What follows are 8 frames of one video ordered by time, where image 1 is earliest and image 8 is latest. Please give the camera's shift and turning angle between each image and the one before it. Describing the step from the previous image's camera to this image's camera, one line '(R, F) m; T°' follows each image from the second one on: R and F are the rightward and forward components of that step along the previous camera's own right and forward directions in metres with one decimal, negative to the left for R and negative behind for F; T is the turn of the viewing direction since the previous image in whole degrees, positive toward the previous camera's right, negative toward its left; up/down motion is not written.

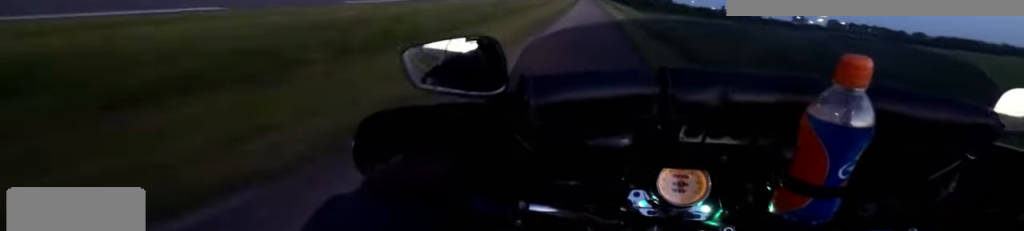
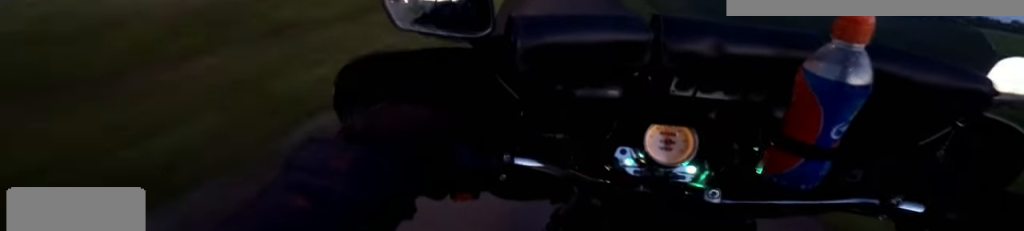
(0.0, +14.7) m; -3°
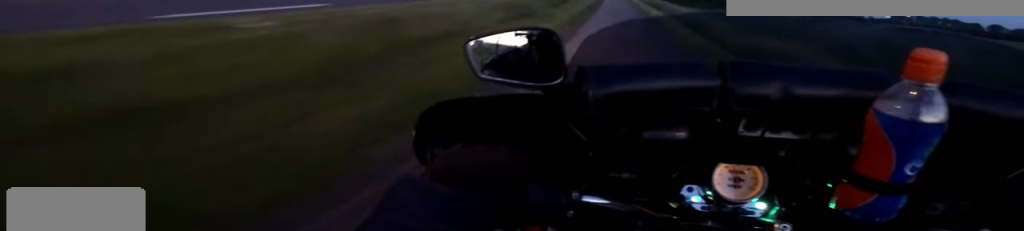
(-0.5, +12.1) m; +2°
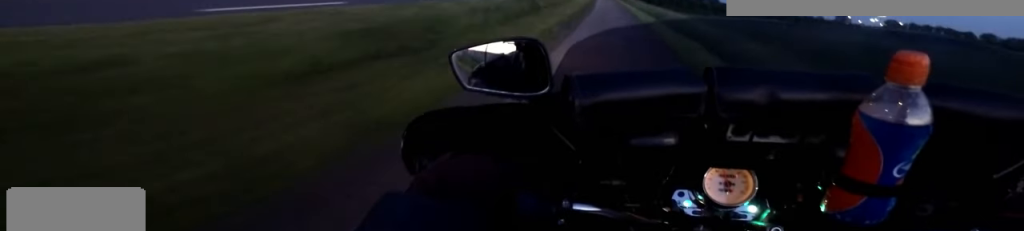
(0.0, +5.1) m; +1°
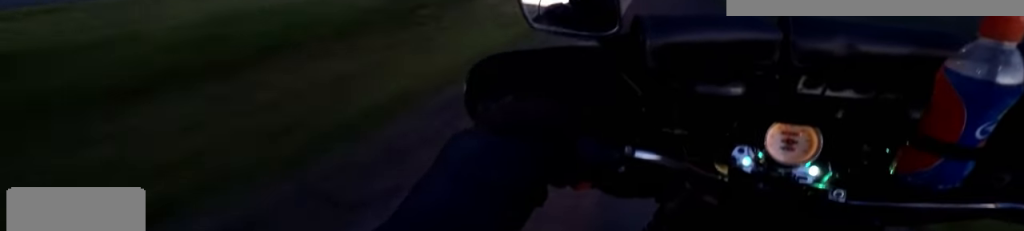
(+0.9, +8.4) m; 0°
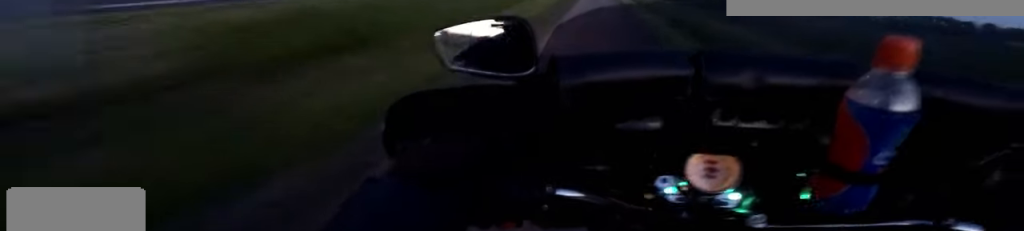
(-0.4, +4.6) m; -2°
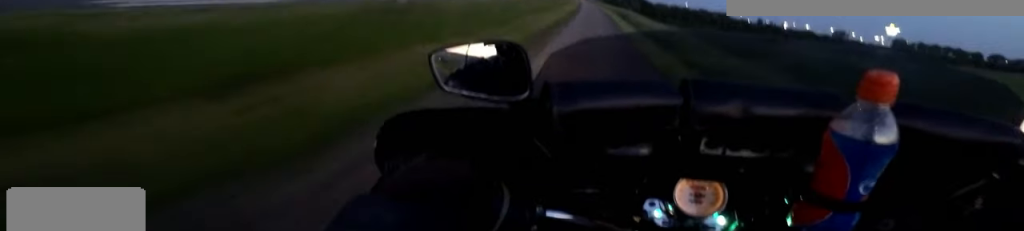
(-0.6, +12.4) m; 0°
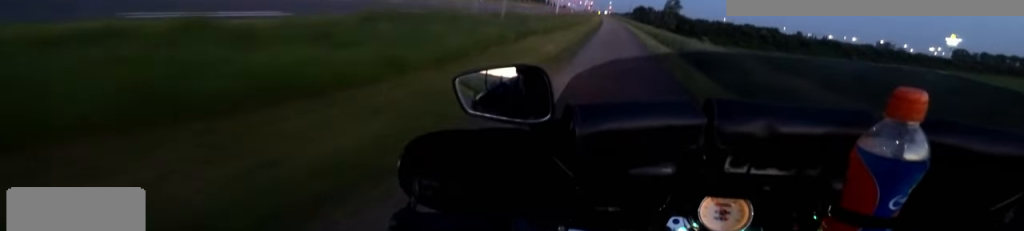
(+0.7, +18.1) m; 0°
